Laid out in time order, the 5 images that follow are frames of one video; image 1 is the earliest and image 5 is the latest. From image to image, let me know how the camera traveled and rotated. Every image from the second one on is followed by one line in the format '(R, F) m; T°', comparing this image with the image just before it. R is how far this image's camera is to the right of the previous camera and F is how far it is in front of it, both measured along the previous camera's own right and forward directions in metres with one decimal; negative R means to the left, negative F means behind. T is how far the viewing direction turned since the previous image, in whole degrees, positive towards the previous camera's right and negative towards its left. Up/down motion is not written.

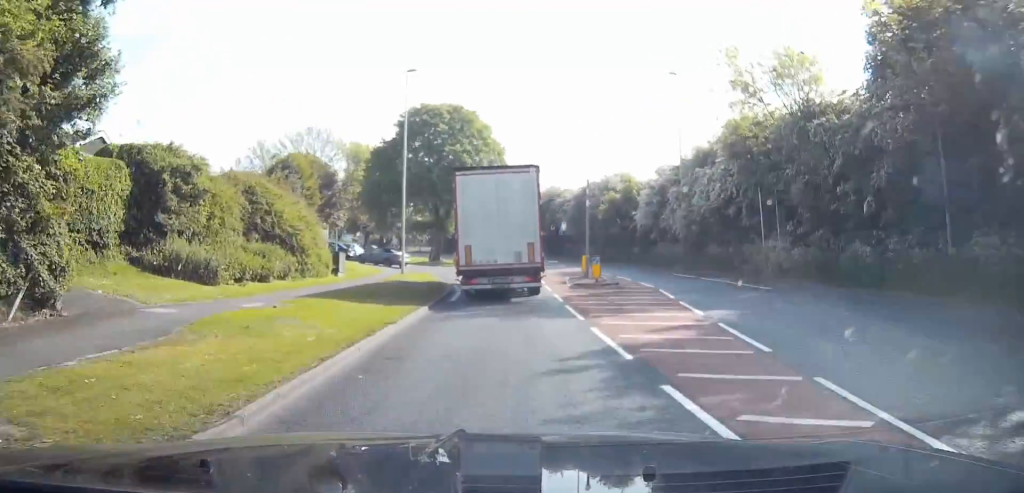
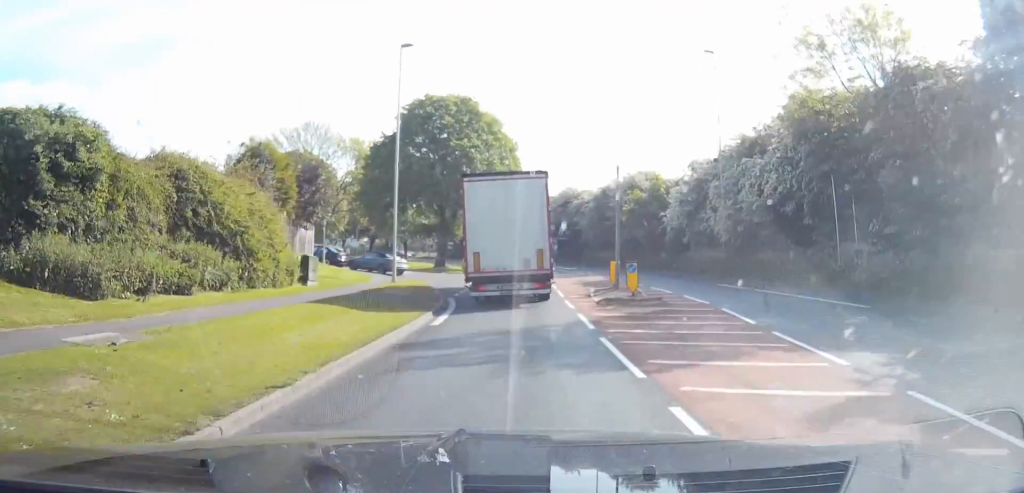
(+0.1, +6.4) m; +1°
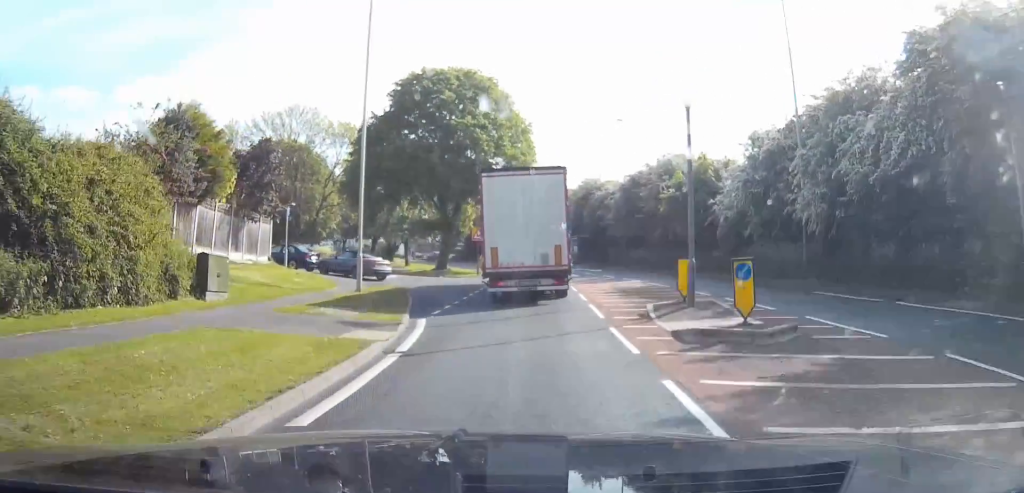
(+0.3, +10.0) m; 0°
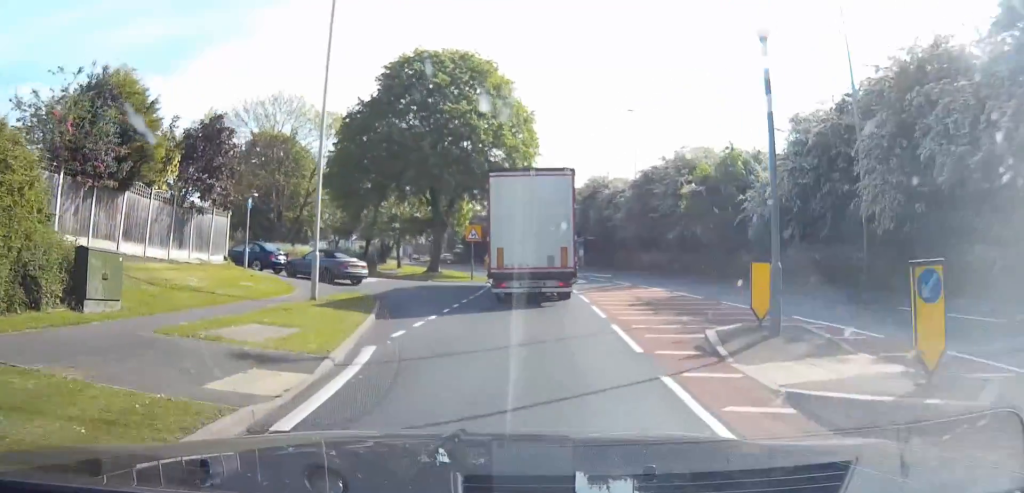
(-0.2, +5.6) m; -1°
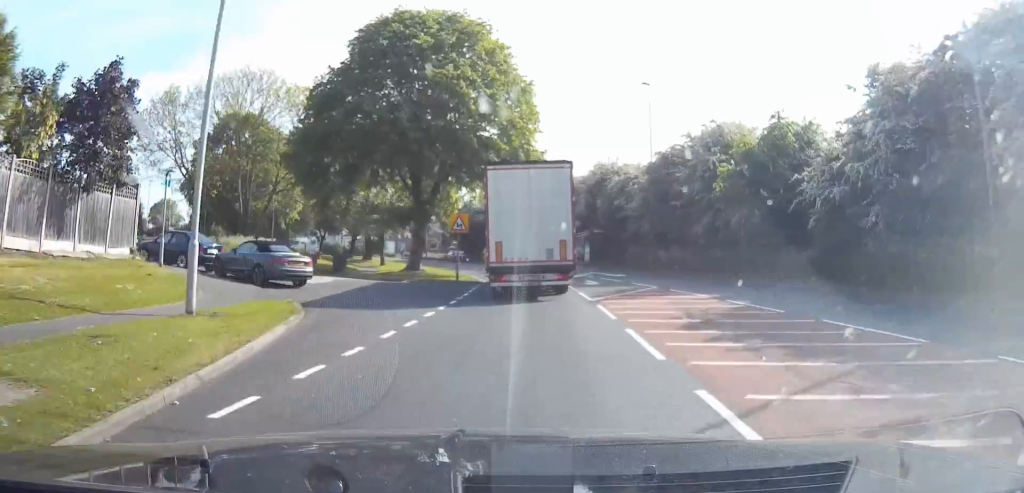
(-0.1, +7.6) m; -2°
